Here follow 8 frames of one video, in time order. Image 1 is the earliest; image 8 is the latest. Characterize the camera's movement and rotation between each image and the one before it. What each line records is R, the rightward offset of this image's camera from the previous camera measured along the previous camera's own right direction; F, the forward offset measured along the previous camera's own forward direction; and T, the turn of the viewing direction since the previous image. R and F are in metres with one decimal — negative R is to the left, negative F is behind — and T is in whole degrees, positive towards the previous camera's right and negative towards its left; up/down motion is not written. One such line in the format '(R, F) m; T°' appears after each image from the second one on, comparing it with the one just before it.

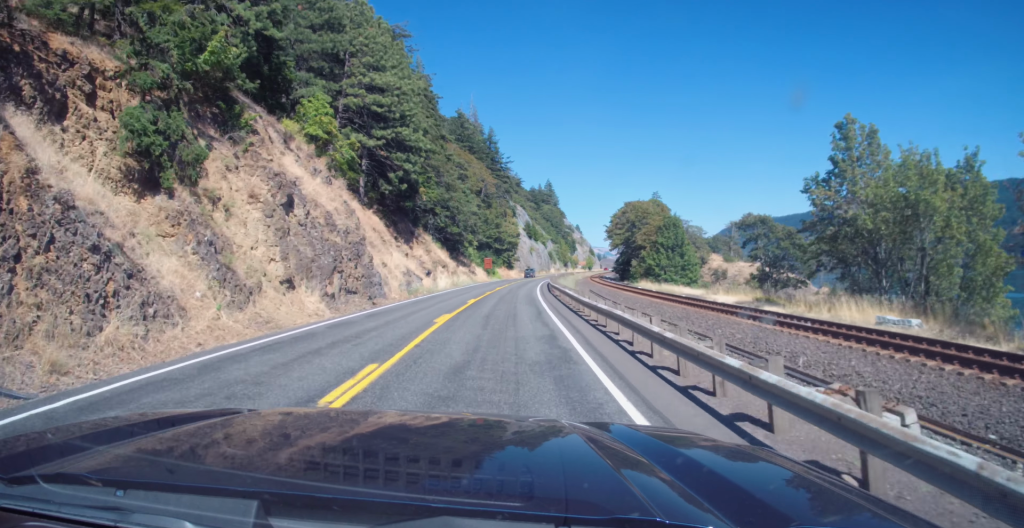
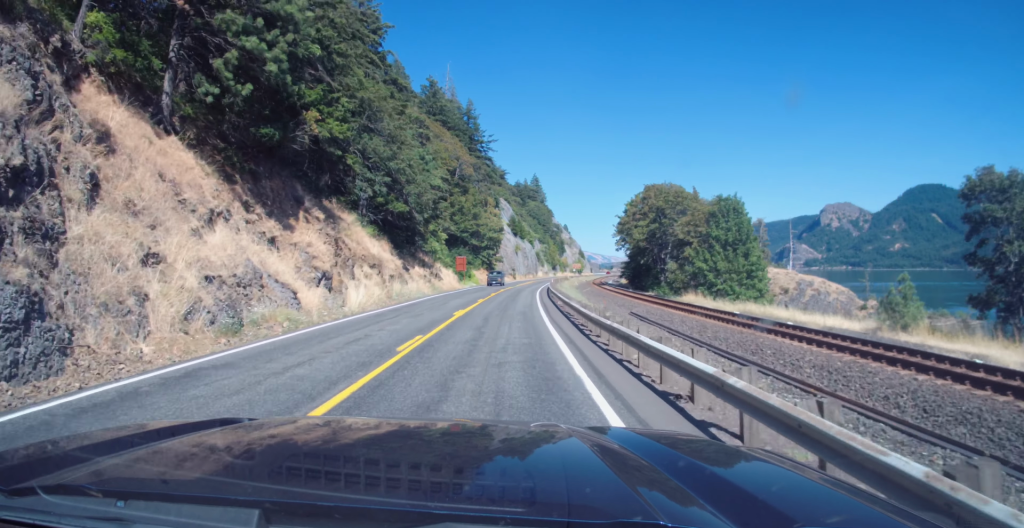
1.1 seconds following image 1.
(+0.2, +30.8) m; +1°
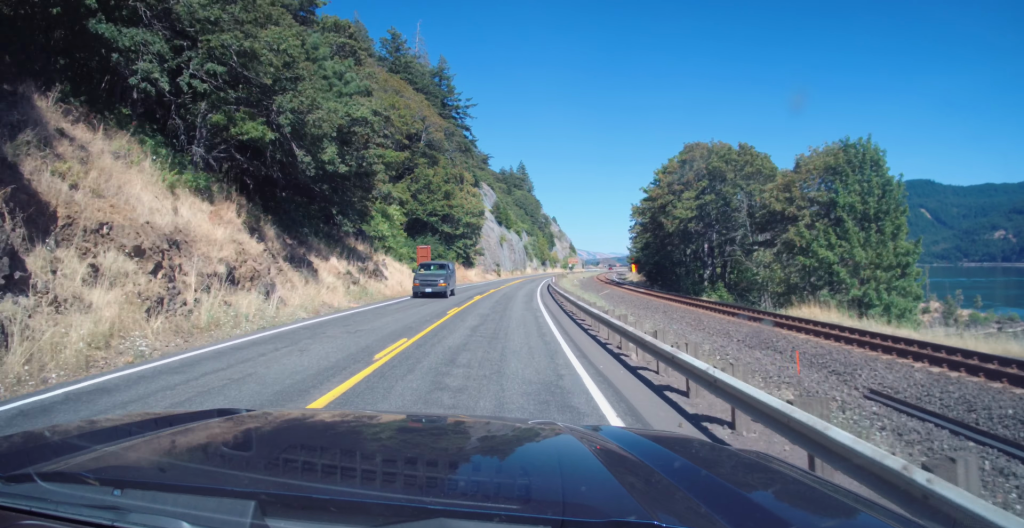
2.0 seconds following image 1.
(+0.3, +26.1) m; +1°
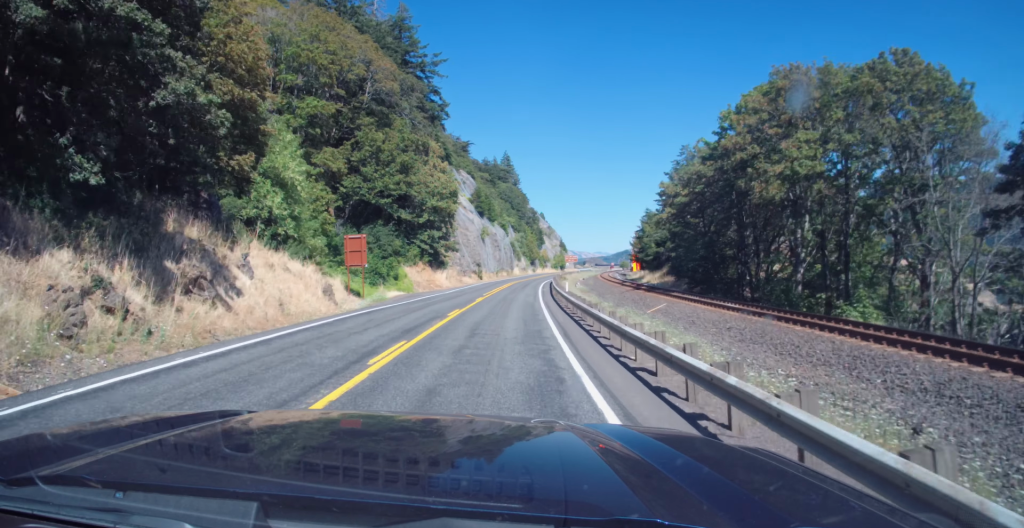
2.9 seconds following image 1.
(+0.3, +24.6) m; +1°
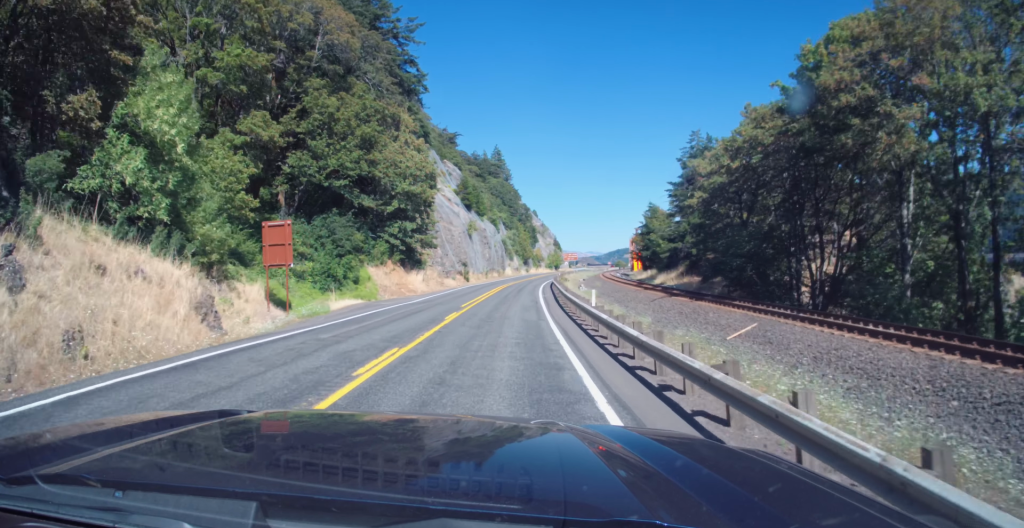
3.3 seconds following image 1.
(-0.1, +13.3) m; +1°
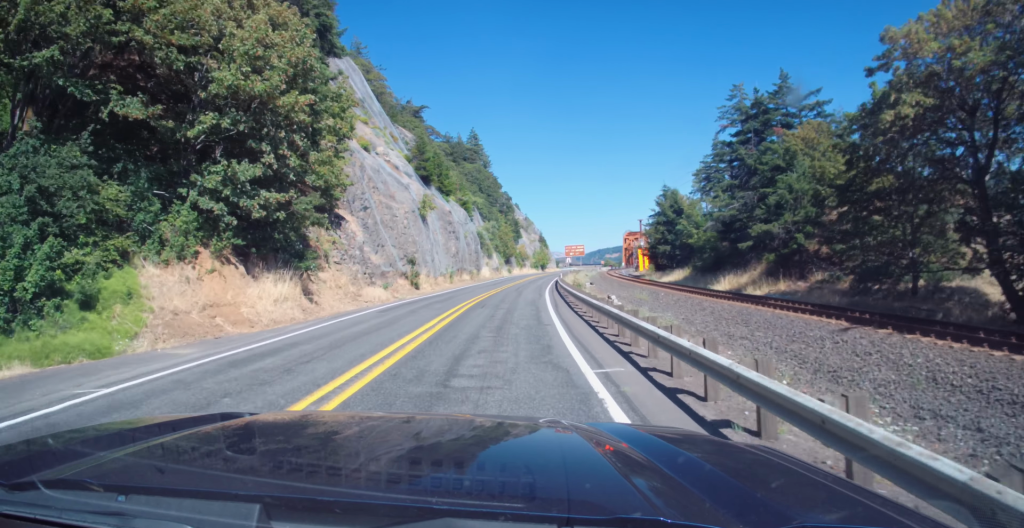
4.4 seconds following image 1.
(+0.8, +31.3) m; +3°
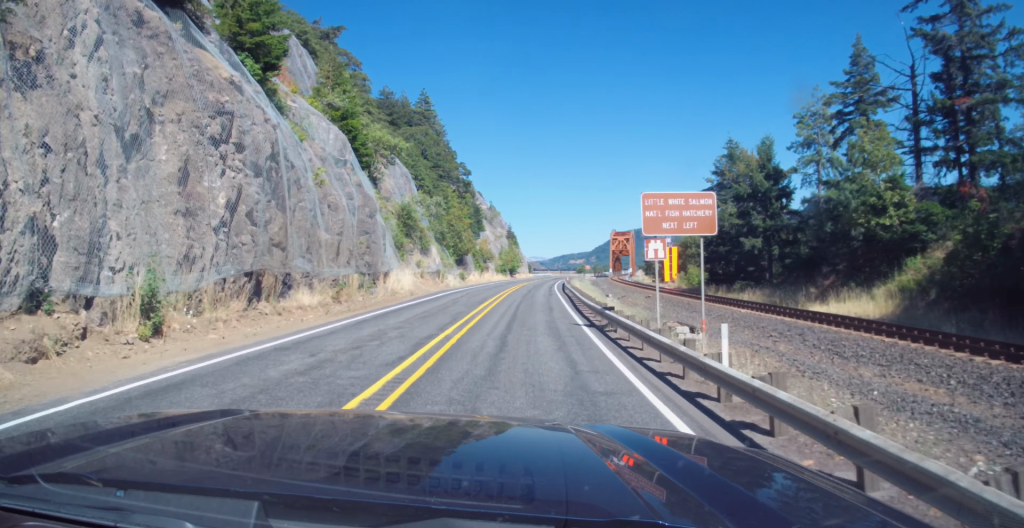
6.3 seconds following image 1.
(+1.2, +51.6) m; +2°
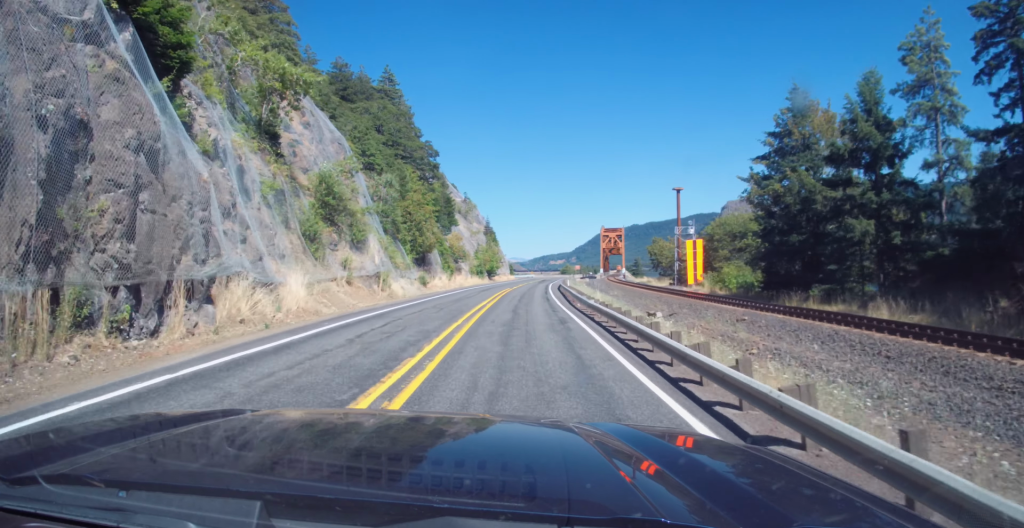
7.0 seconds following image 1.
(+0.2, +21.7) m; +1°
